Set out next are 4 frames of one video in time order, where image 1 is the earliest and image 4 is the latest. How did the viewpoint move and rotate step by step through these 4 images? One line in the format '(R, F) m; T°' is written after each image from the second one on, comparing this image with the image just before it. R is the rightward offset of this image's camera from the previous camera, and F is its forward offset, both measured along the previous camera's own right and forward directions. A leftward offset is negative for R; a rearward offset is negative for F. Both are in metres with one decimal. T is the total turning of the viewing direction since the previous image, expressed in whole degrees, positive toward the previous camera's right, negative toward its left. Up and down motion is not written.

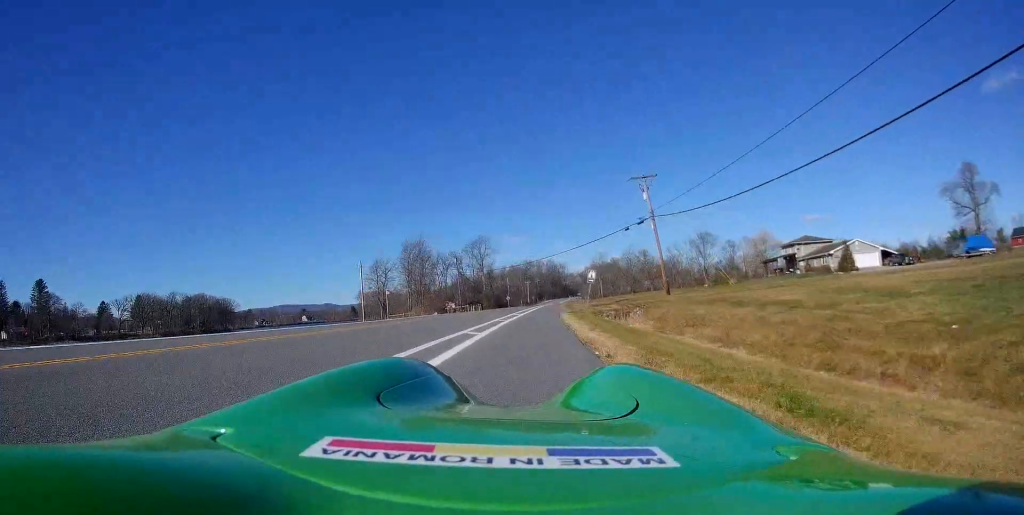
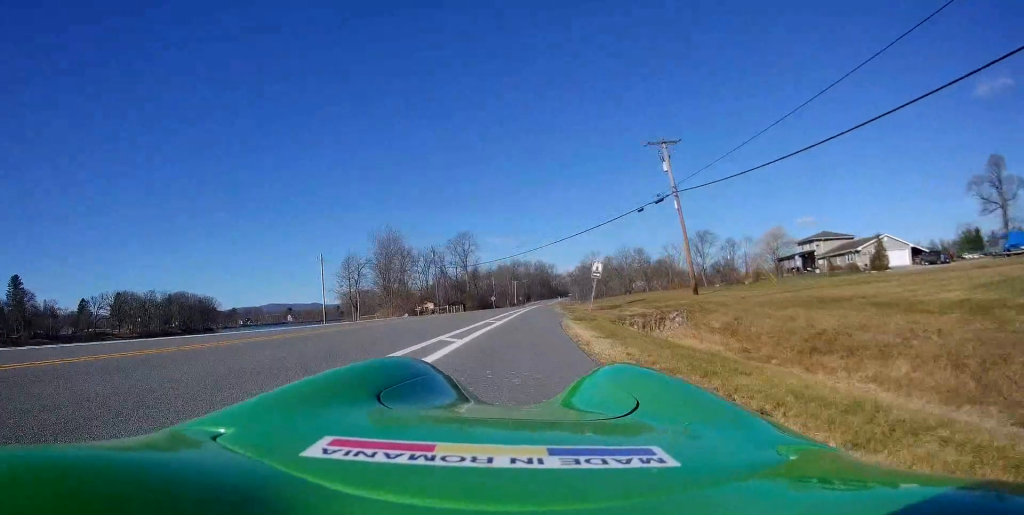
(0.0, +11.3) m; +1°
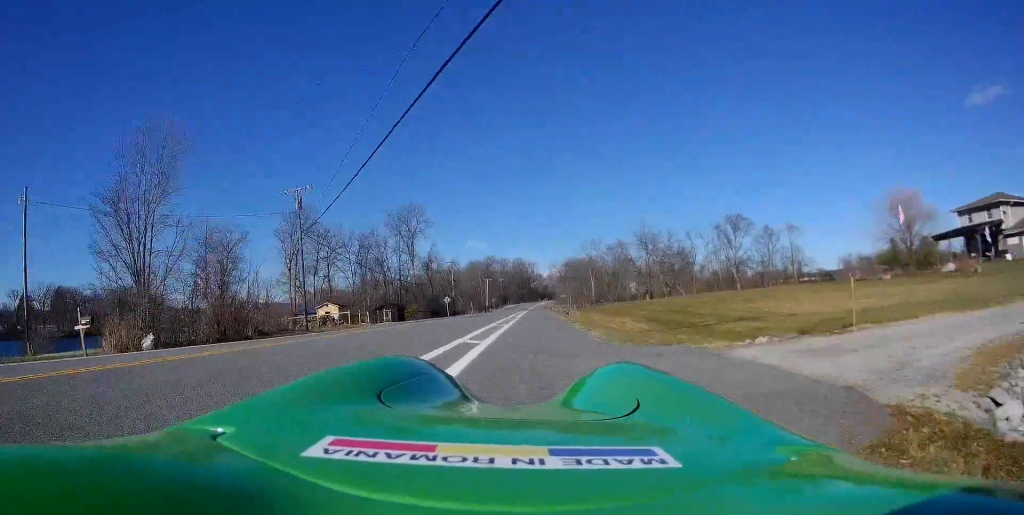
(+1.9, +45.5) m; +4°
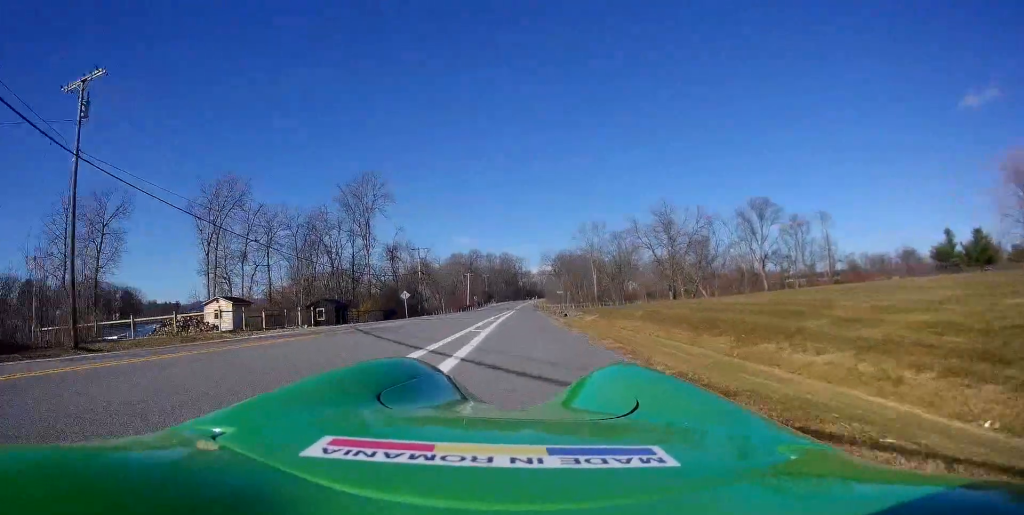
(0.0, +22.2) m; -1°
